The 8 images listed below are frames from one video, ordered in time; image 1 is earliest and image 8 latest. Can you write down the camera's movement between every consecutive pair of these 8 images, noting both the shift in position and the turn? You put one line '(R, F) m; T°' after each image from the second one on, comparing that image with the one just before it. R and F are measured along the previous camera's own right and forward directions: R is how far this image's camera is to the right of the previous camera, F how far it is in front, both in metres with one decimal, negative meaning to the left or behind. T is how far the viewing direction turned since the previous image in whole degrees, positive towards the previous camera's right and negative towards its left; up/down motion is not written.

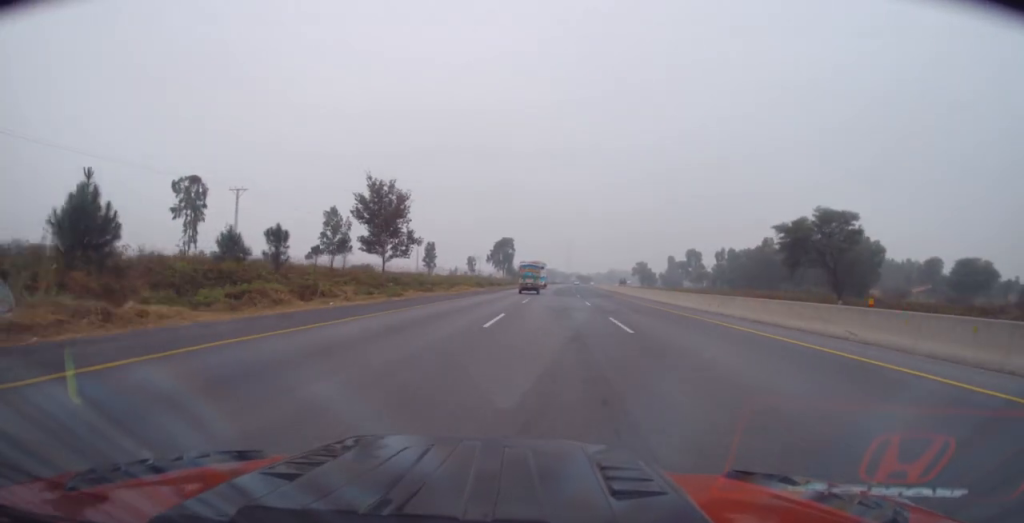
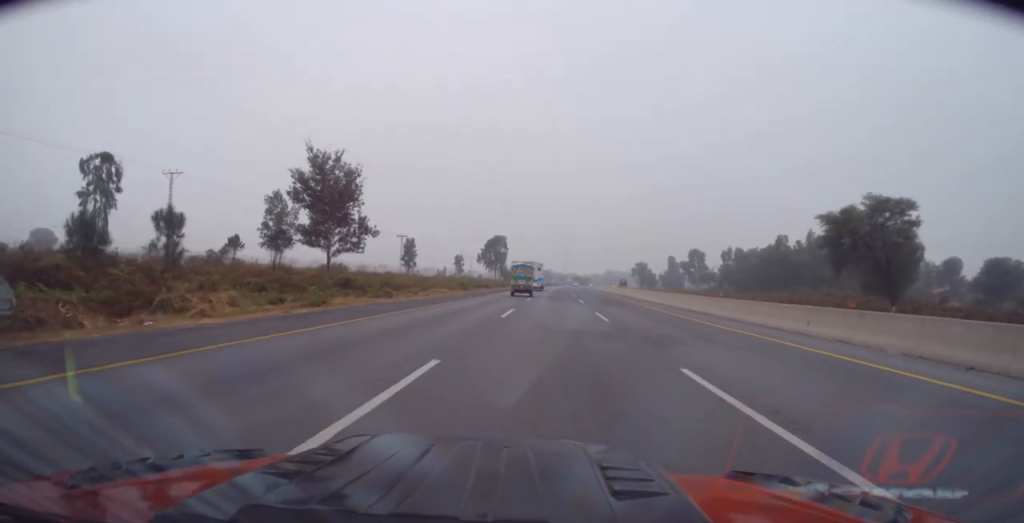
(+0.4, +12.2) m; 0°
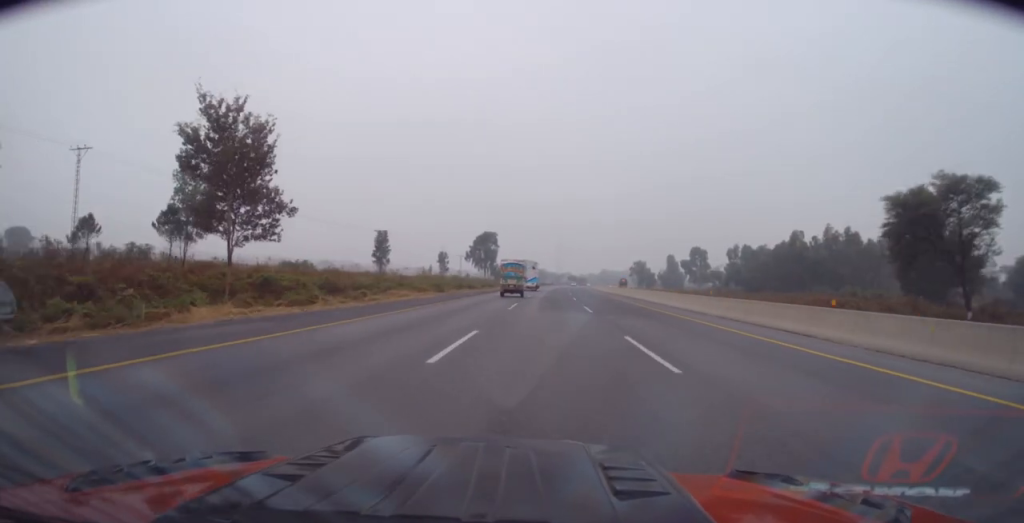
(+0.3, +12.2) m; 0°
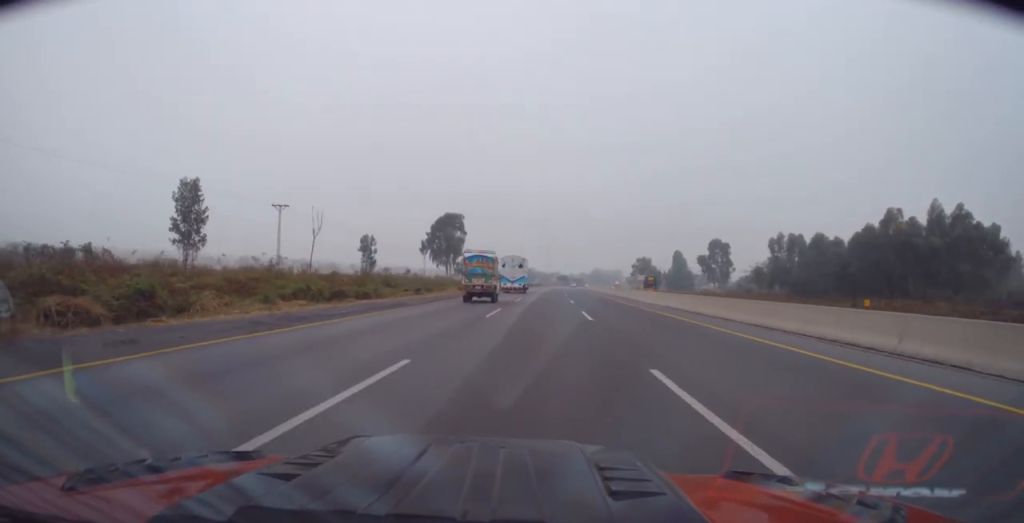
(-0.2, +42.1) m; 0°
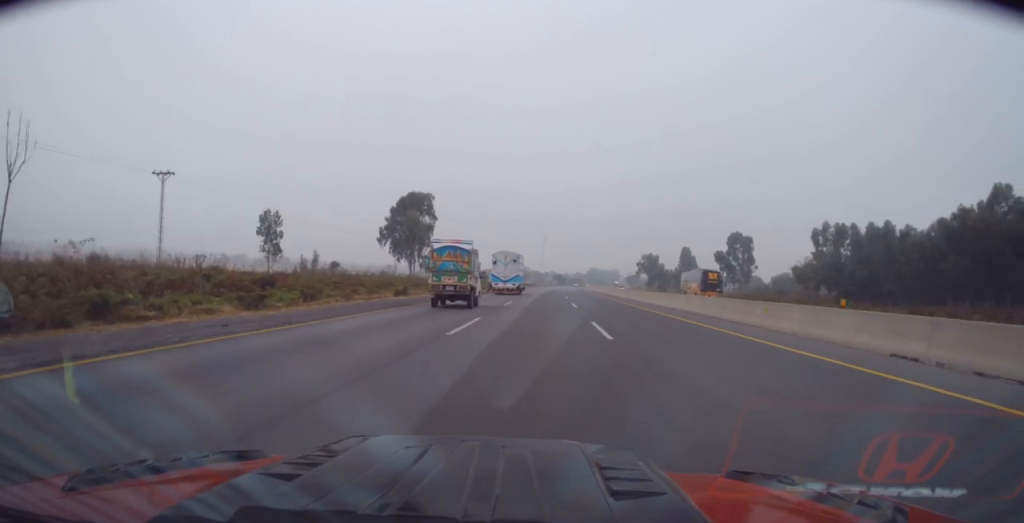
(0.0, +25.5) m; 0°
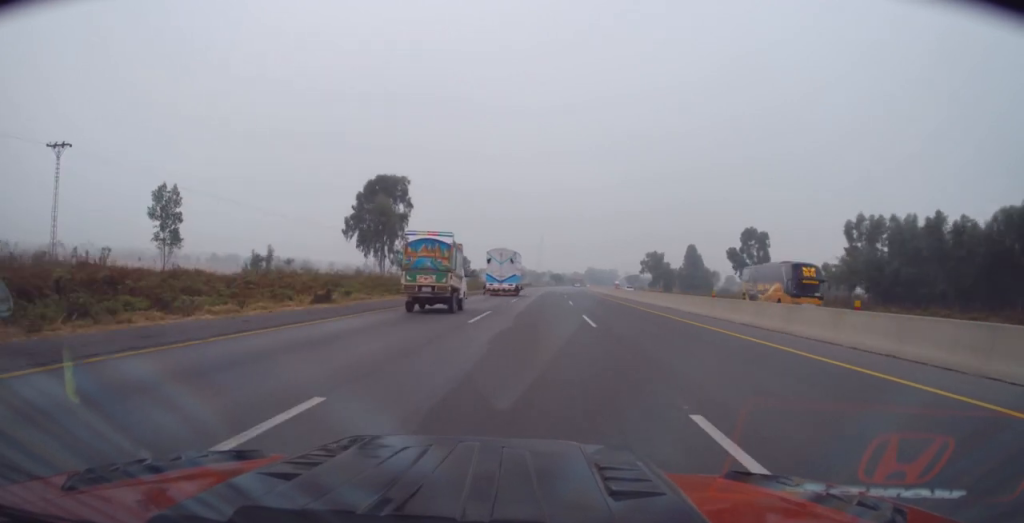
(-0.1, +14.1) m; 0°
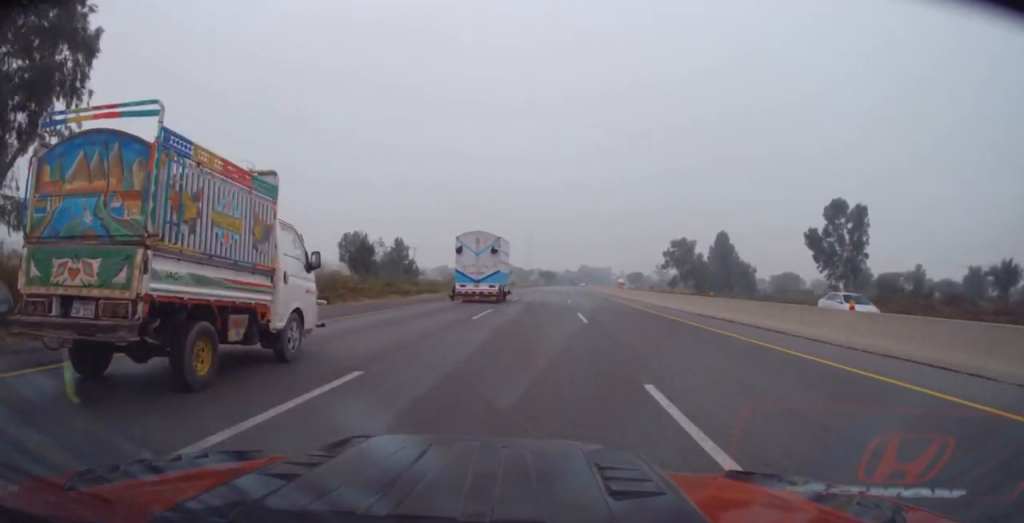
(+0.4, +51.9) m; +1°
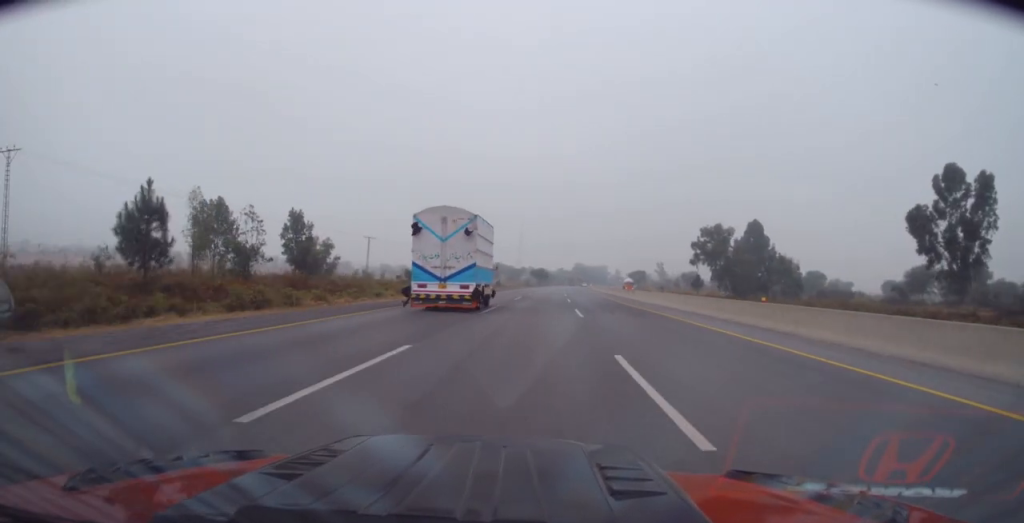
(+0.5, +33.1) m; +1°
